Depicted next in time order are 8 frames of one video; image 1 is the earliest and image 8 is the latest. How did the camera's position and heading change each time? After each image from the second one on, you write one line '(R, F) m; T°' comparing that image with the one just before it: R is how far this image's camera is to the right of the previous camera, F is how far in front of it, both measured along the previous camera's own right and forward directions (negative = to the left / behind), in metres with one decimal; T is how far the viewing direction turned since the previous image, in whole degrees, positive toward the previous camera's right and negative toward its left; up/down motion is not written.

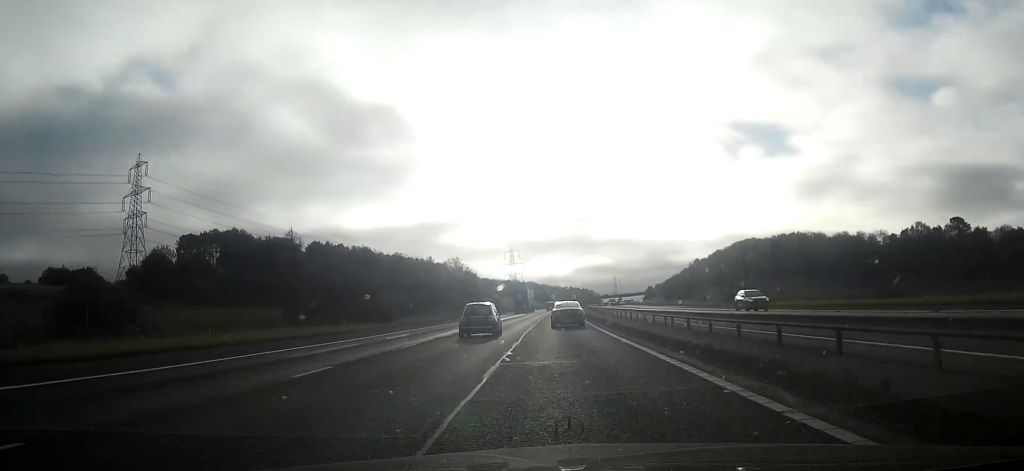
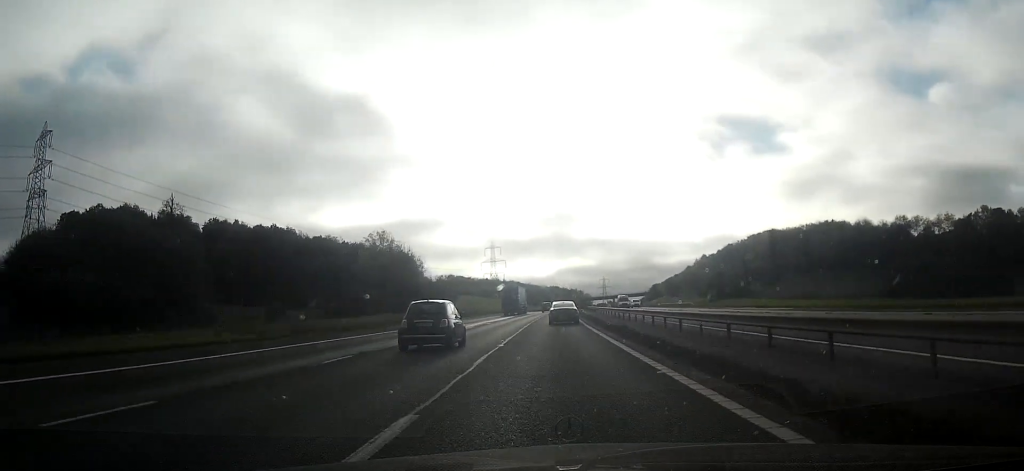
(+0.5, +50.6) m; +1°
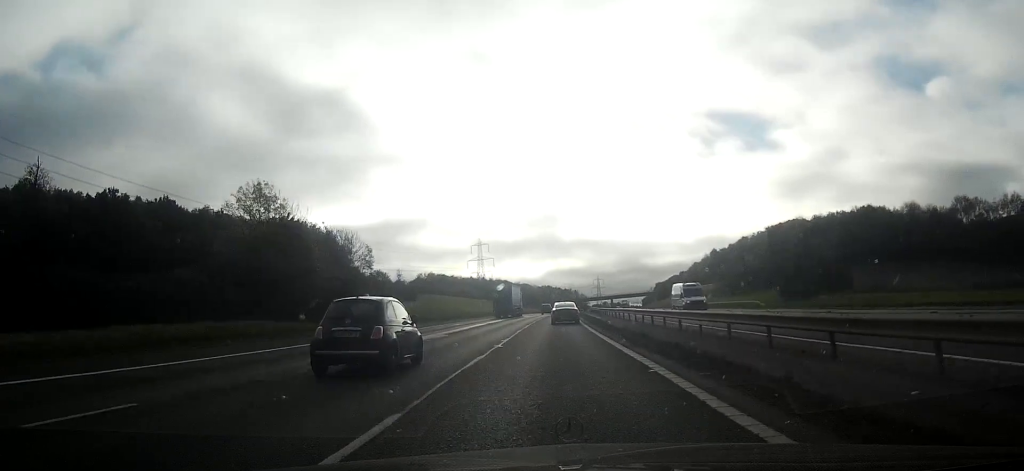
(+0.1, +35.8) m; +1°
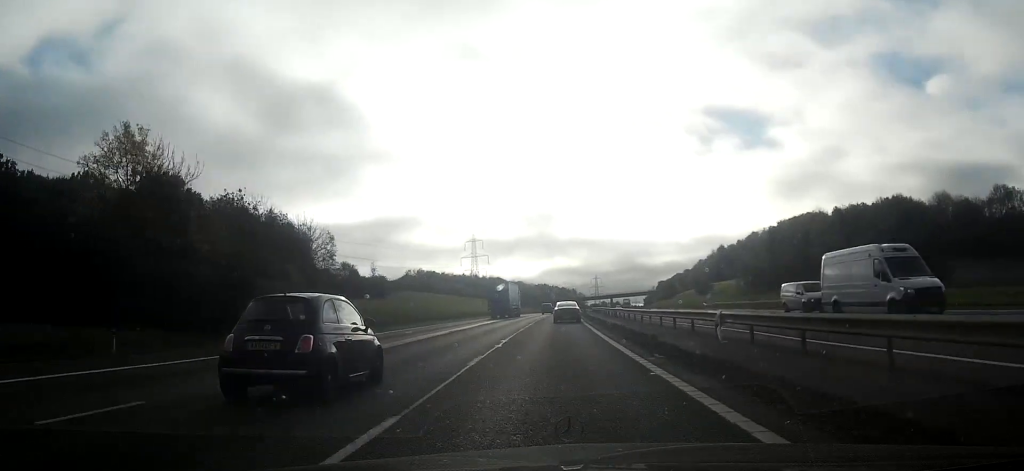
(-0.1, +18.0) m; +1°
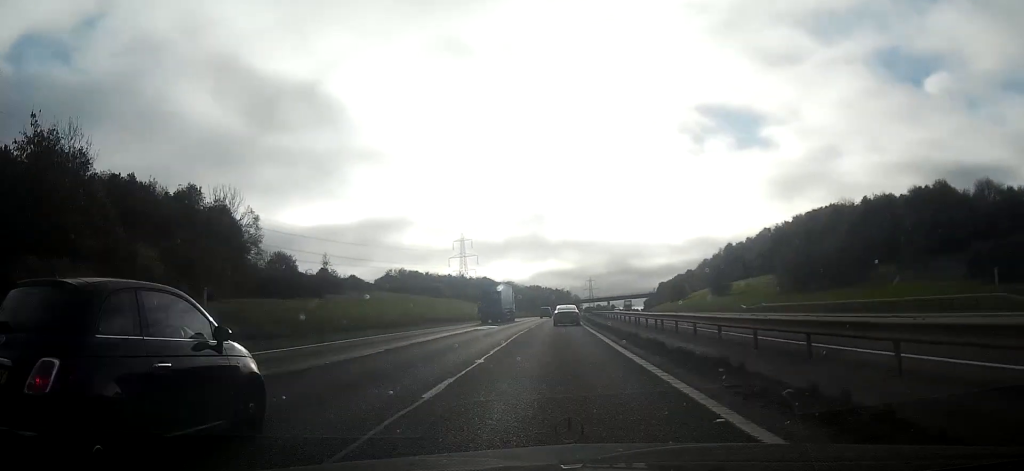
(+0.3, +22.7) m; 0°
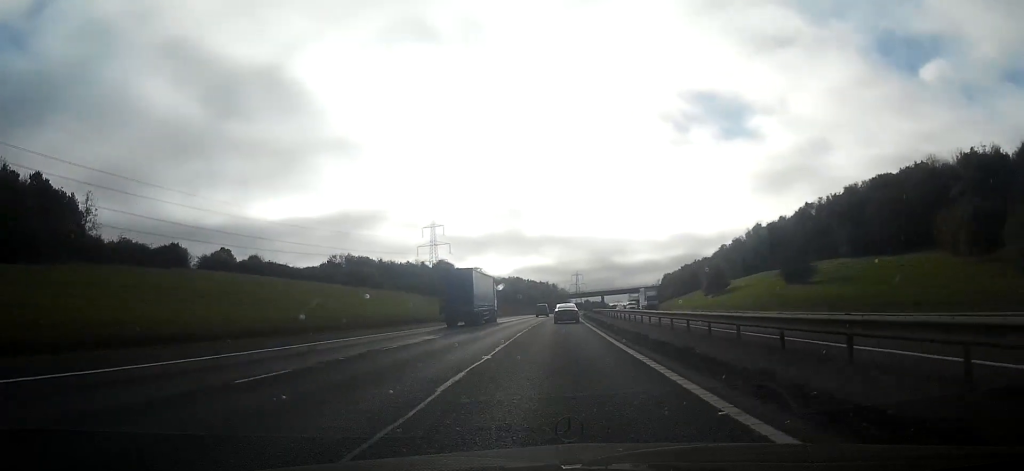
(+0.3, +52.7) m; +1°
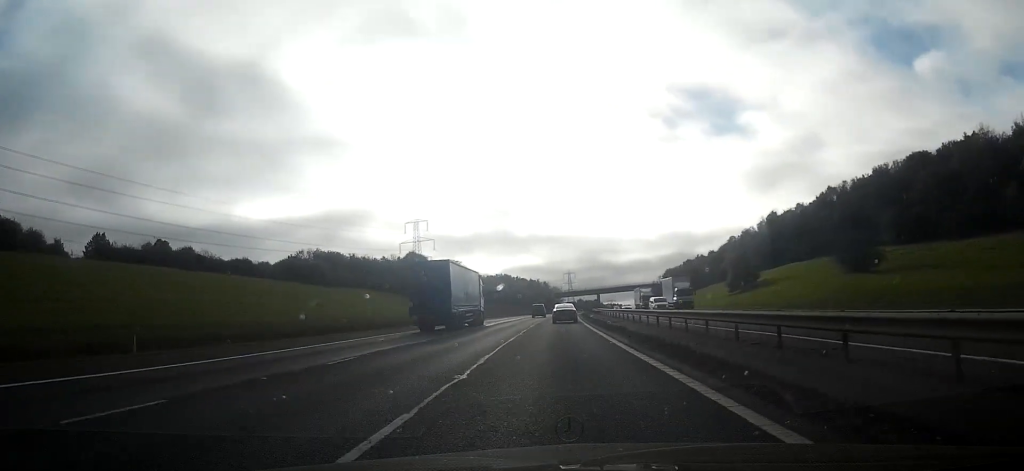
(+0.2, +22.1) m; +1°
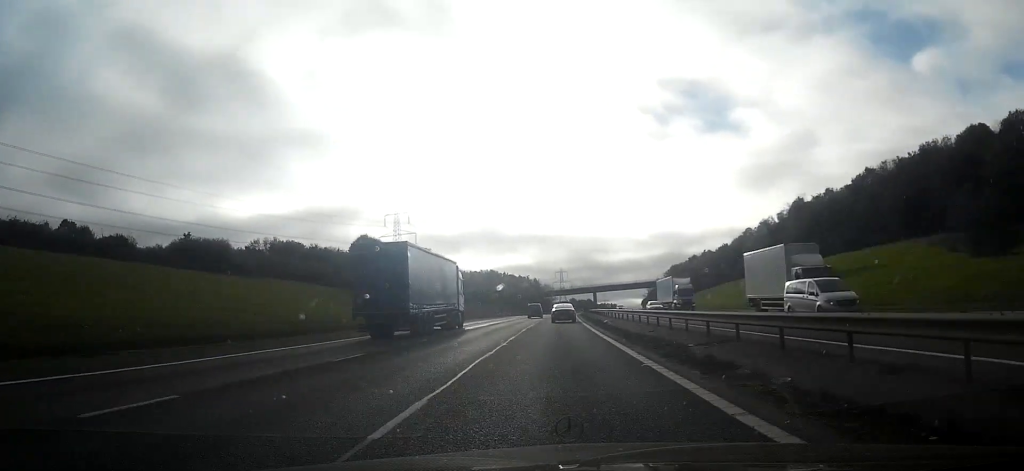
(+0.2, +26.0) m; +1°
